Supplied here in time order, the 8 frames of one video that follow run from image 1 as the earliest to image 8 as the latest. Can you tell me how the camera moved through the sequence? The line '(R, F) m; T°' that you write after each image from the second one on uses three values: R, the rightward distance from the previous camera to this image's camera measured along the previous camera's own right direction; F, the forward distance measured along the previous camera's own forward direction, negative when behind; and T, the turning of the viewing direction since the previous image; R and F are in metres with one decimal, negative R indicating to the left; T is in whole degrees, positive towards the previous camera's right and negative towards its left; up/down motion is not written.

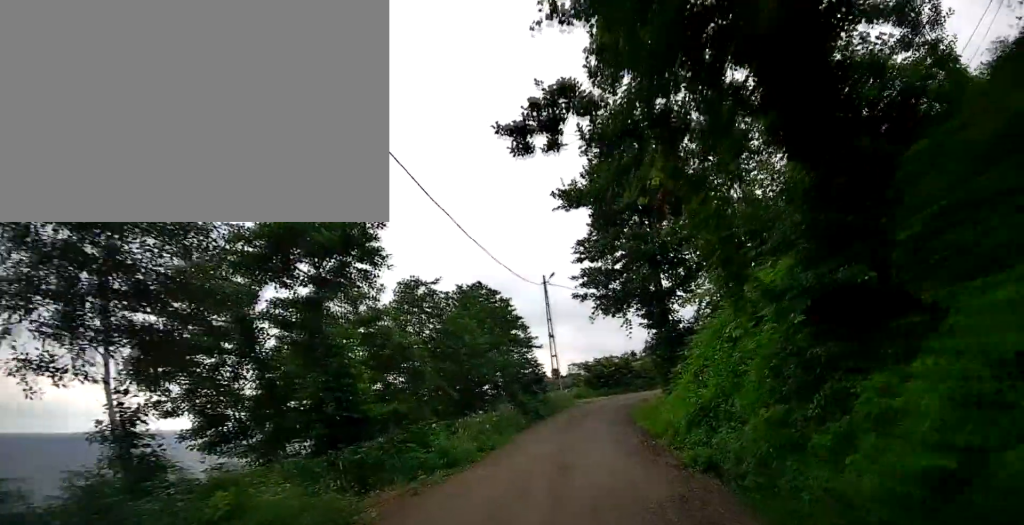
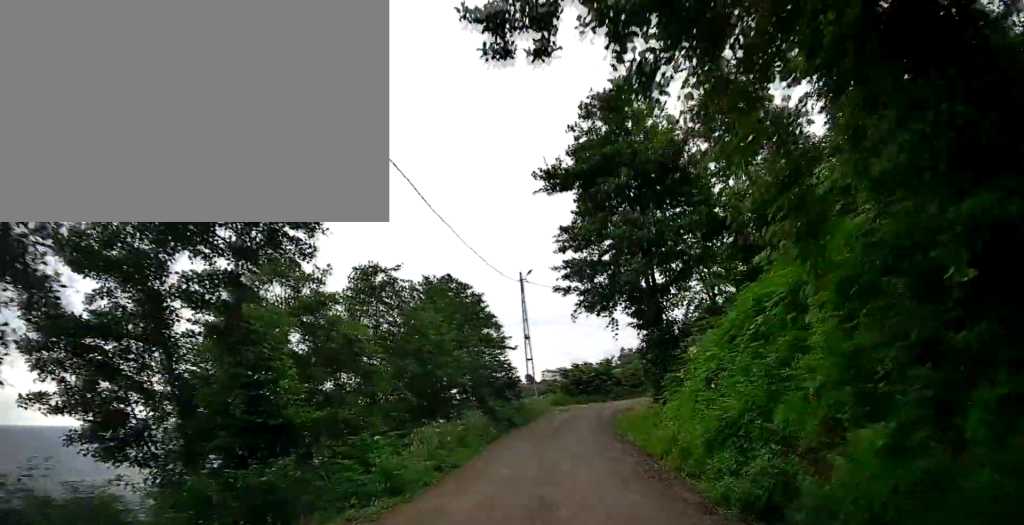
(+0.1, +2.9) m; +3°
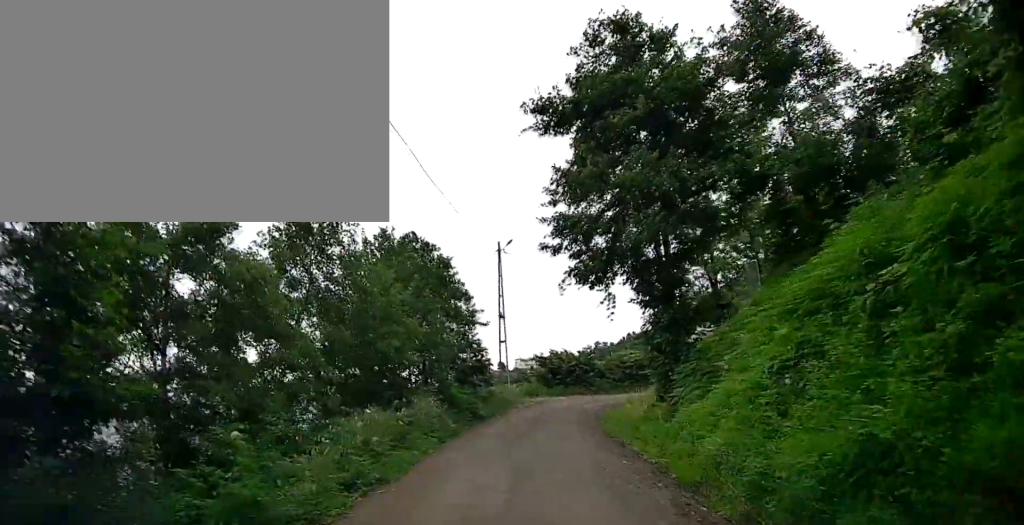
(+0.1, +4.4) m; +8°
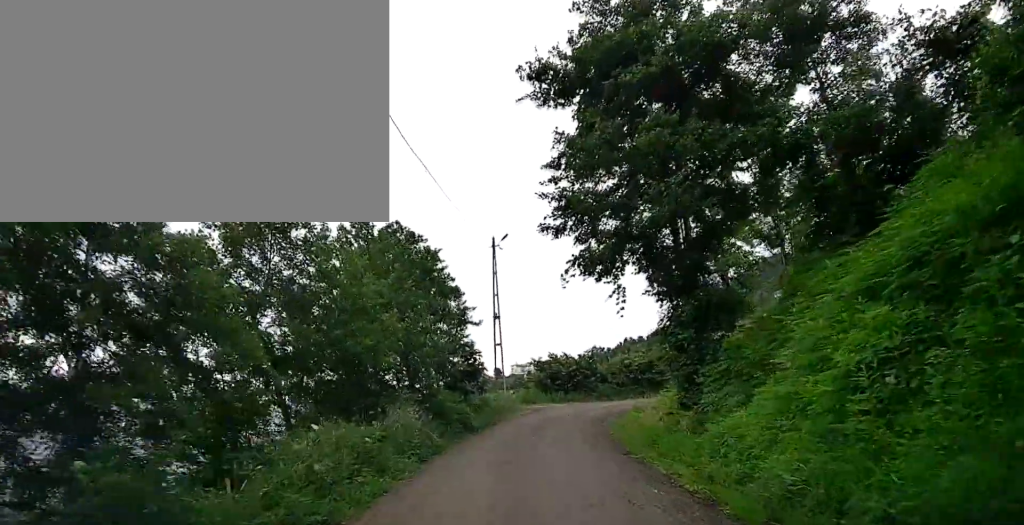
(+0.2, +2.4) m; +3°
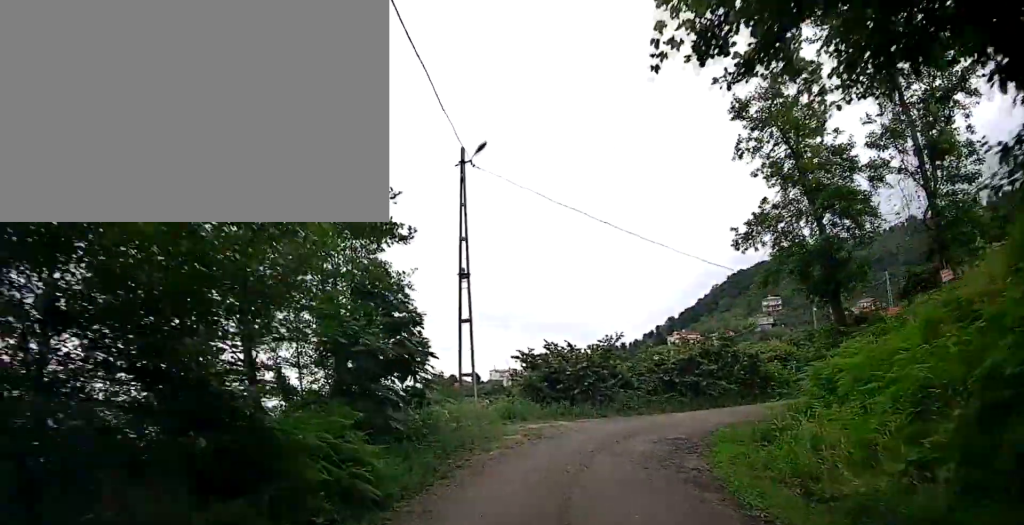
(+0.3, +11.4) m; +1°
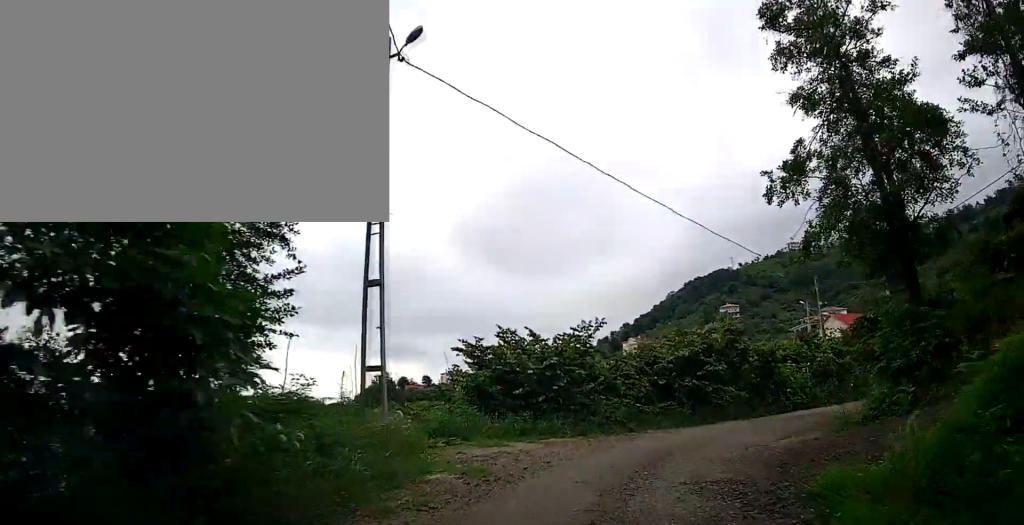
(+0.3, +5.9) m; +8°
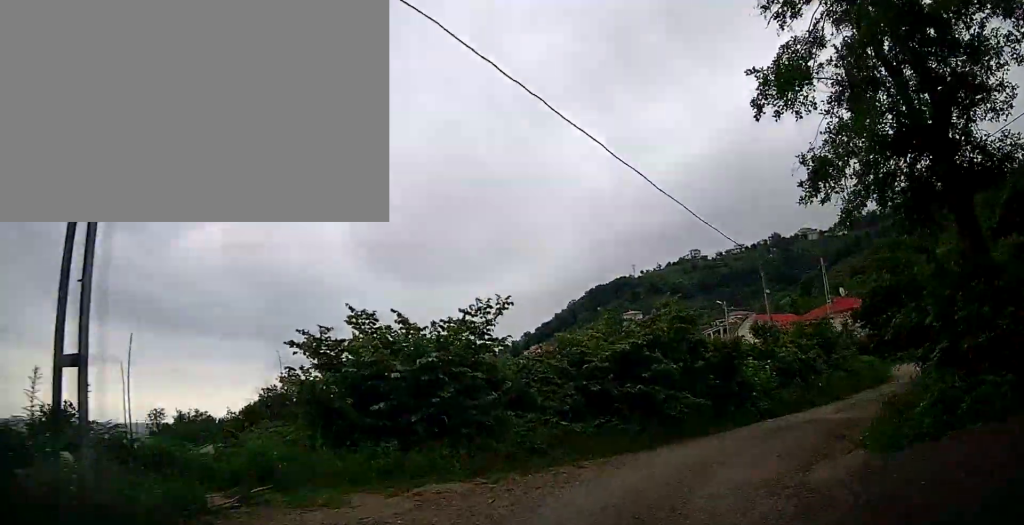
(+0.4, +5.4) m; +11°
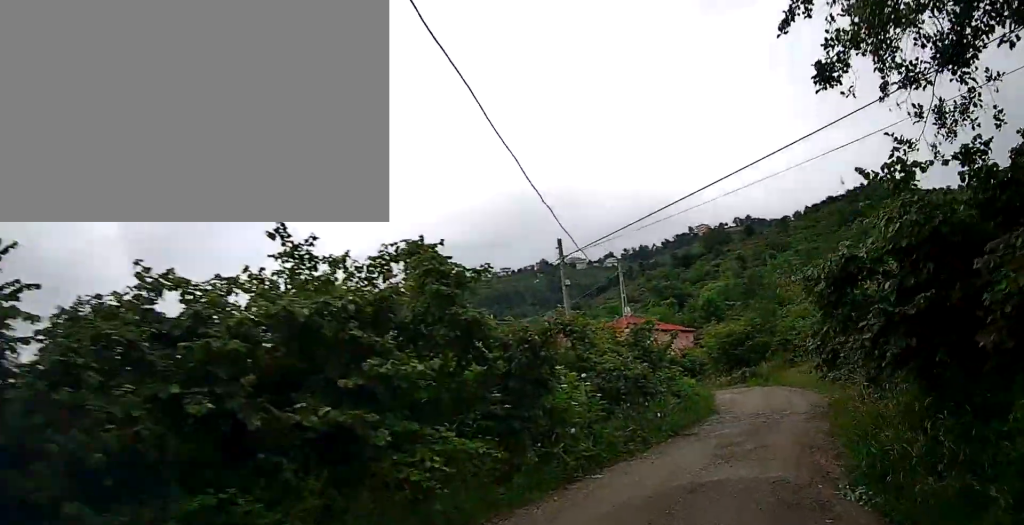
(+1.5, +7.8) m; +26°
